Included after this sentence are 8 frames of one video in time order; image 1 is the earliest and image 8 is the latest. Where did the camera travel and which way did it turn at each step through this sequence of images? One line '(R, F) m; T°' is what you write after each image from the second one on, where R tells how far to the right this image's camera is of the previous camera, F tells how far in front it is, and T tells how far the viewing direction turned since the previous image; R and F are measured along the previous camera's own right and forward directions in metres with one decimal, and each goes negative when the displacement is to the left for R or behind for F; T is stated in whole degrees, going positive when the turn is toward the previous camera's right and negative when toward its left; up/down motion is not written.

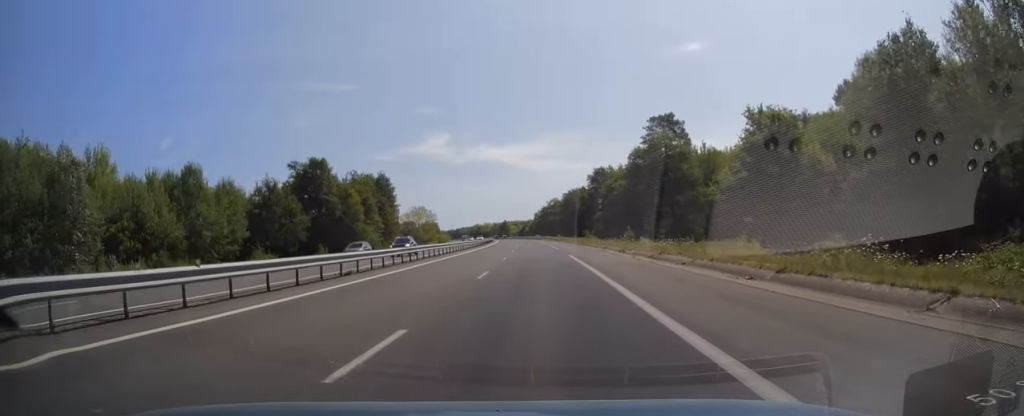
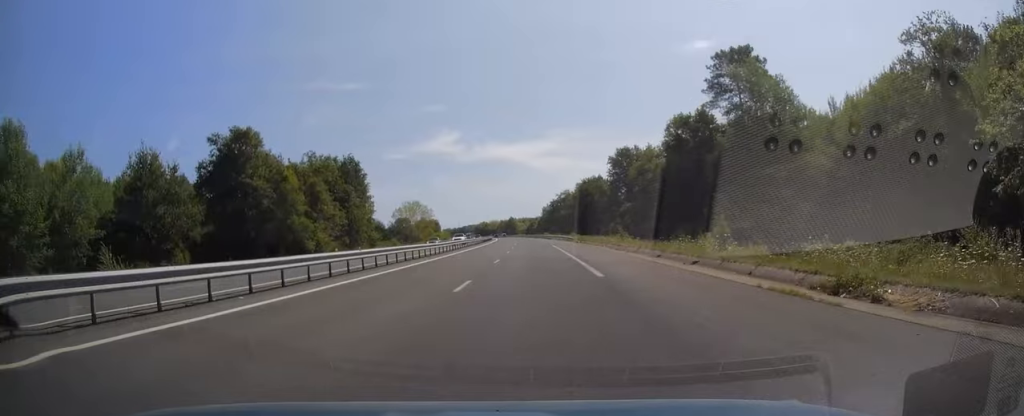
(-0.2, +30.9) m; -1°
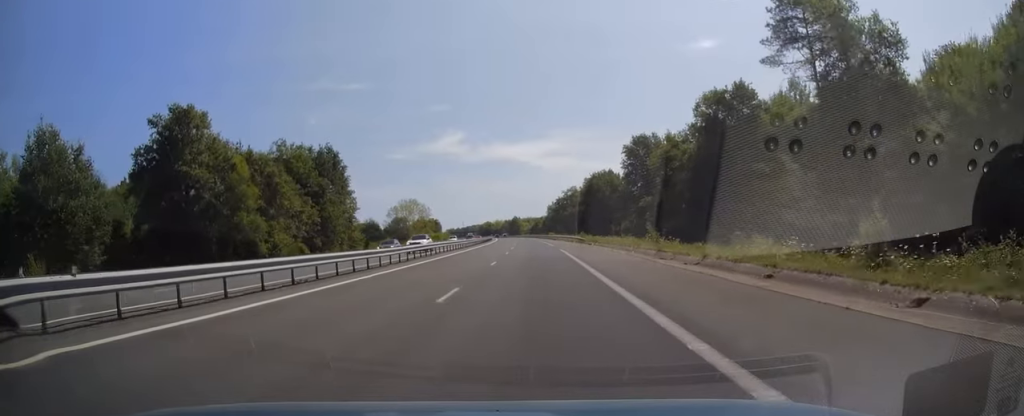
(-0.2, +15.3) m; 0°
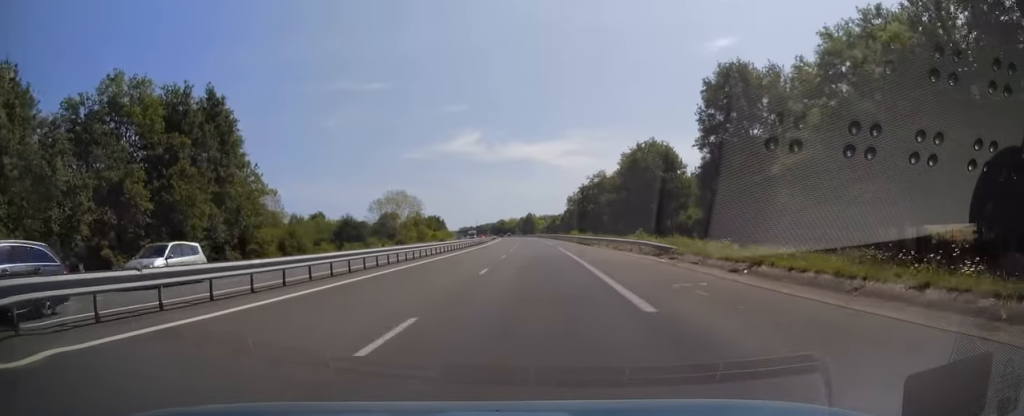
(-0.4, +44.9) m; -1°
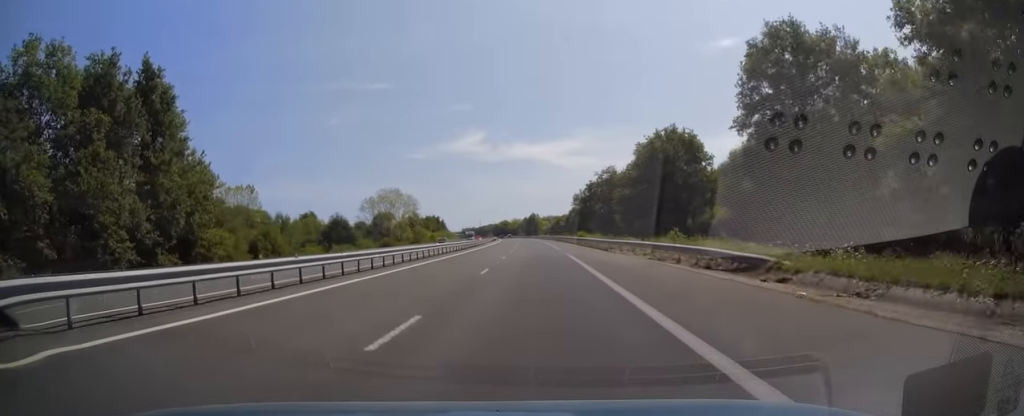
(-0.1, +12.8) m; 0°
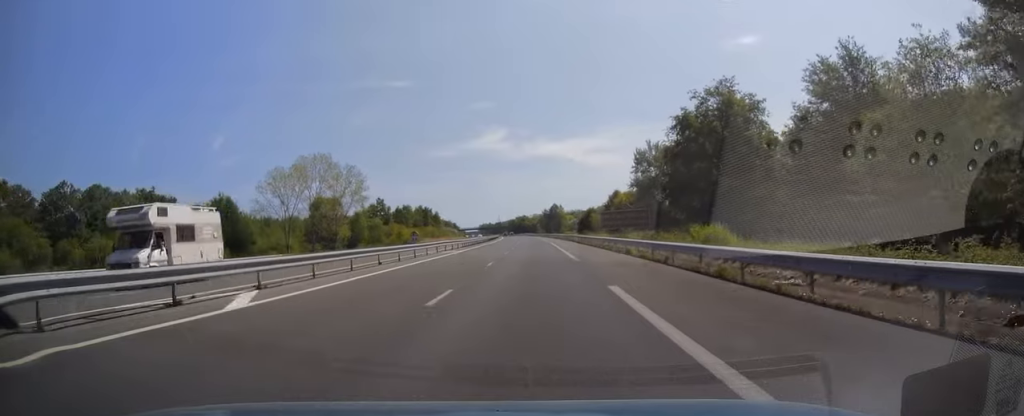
(-1.5, +74.8) m; -2°
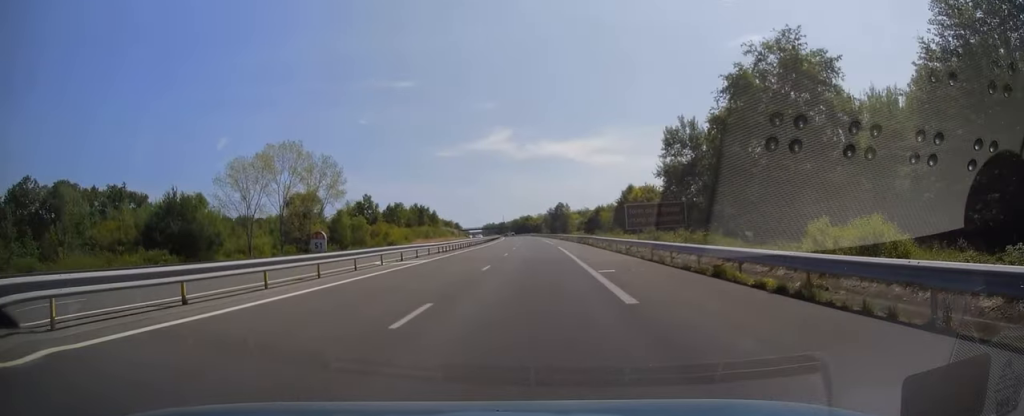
(+0.1, +15.7) m; 0°
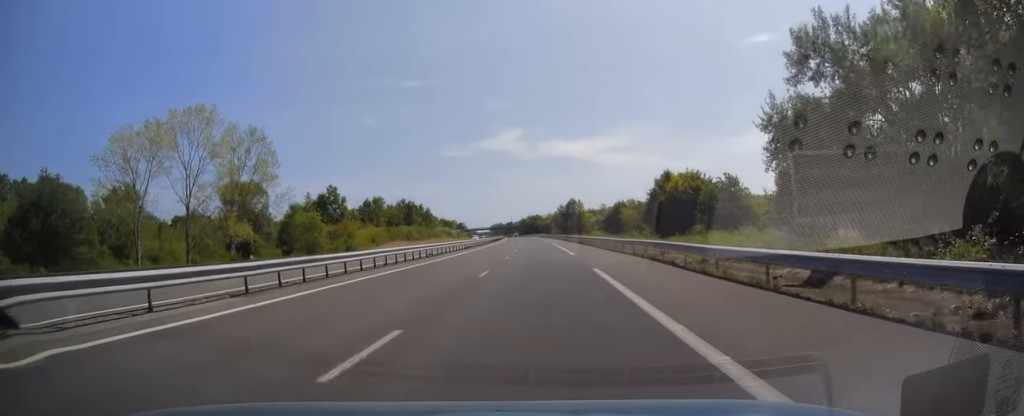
(-0.4, +29.5) m; -1°
